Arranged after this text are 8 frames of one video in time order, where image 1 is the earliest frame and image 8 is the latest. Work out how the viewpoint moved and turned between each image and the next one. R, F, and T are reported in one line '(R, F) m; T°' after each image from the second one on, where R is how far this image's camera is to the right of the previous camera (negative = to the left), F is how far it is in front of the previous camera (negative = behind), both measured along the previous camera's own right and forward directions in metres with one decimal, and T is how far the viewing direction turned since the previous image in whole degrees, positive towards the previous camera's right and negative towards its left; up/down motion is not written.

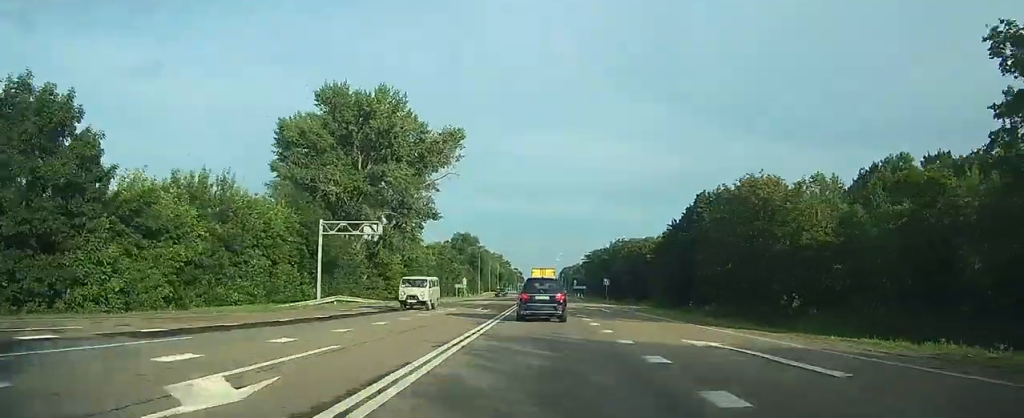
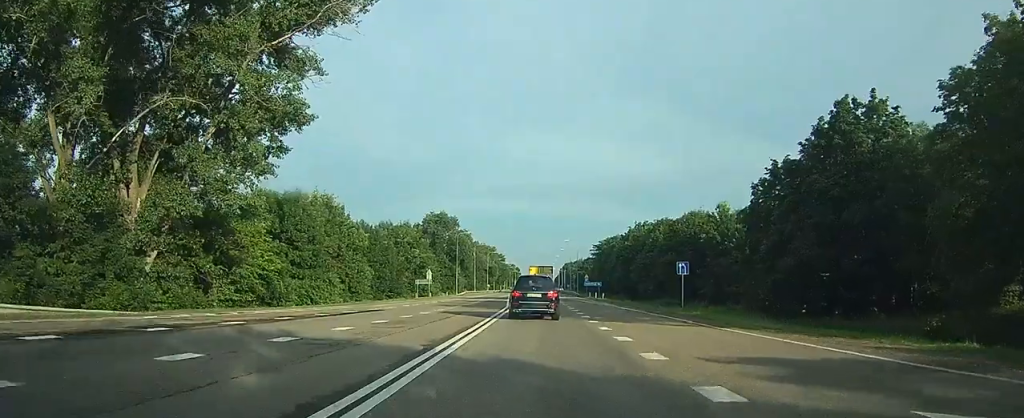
(0.0, +39.7) m; 0°
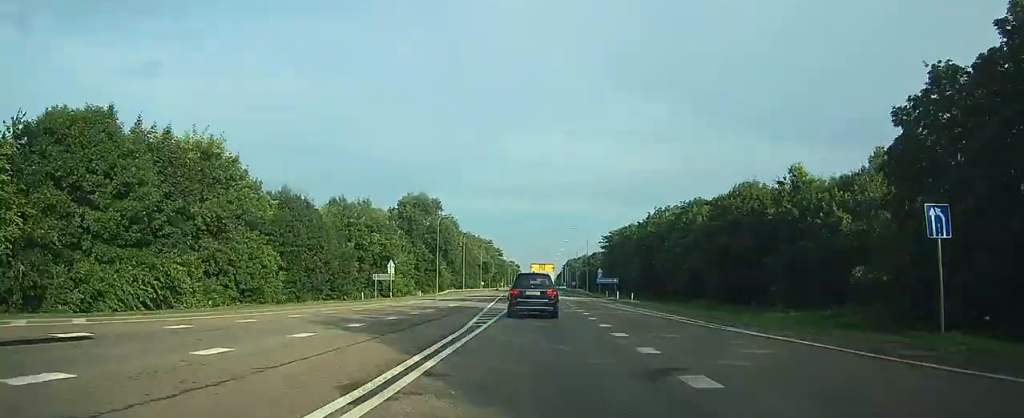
(+0.1, +23.0) m; 0°
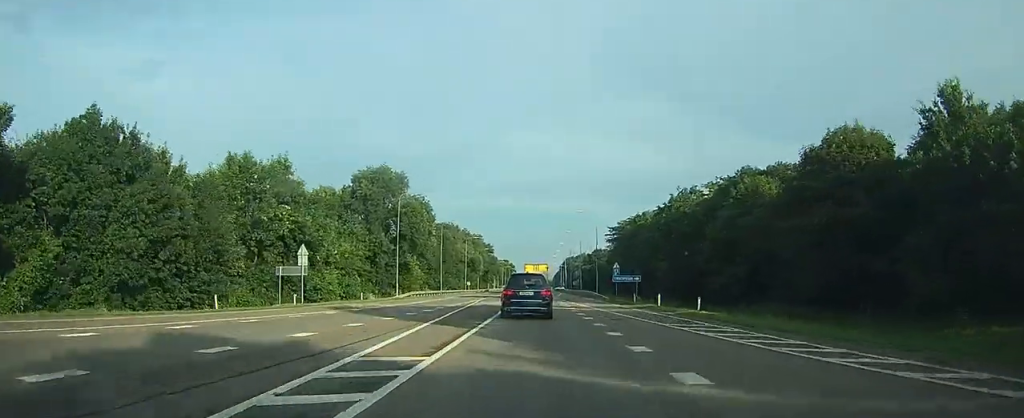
(0.0, +23.7) m; 0°
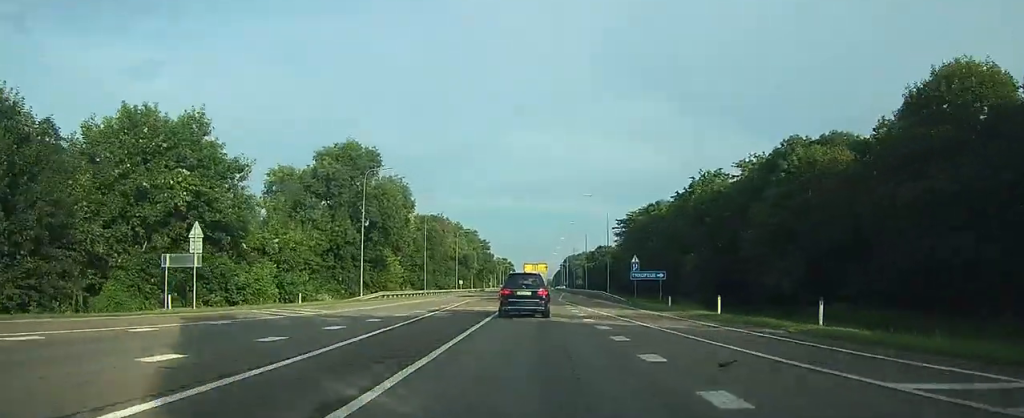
(0.0, +13.8) m; 0°
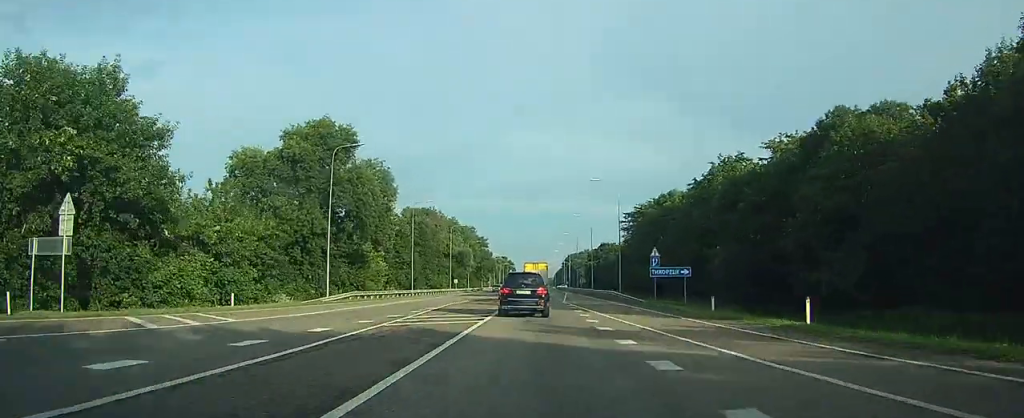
(0.0, +9.2) m; 0°
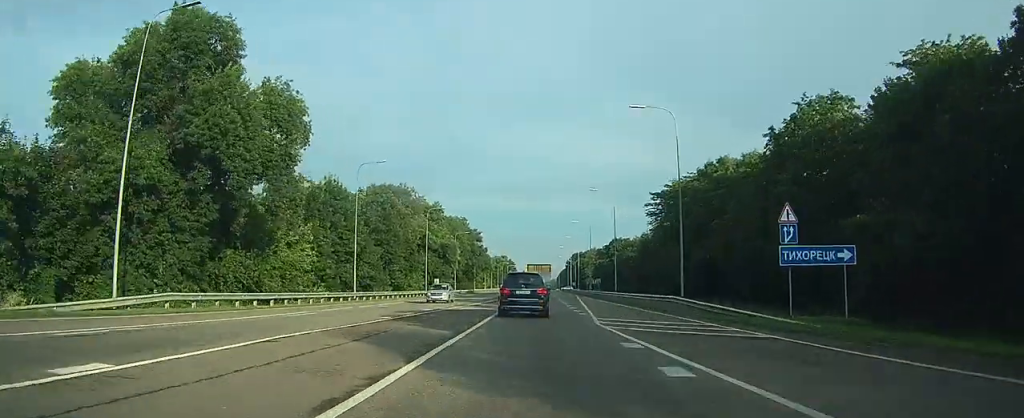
(-0.1, +24.9) m; 0°
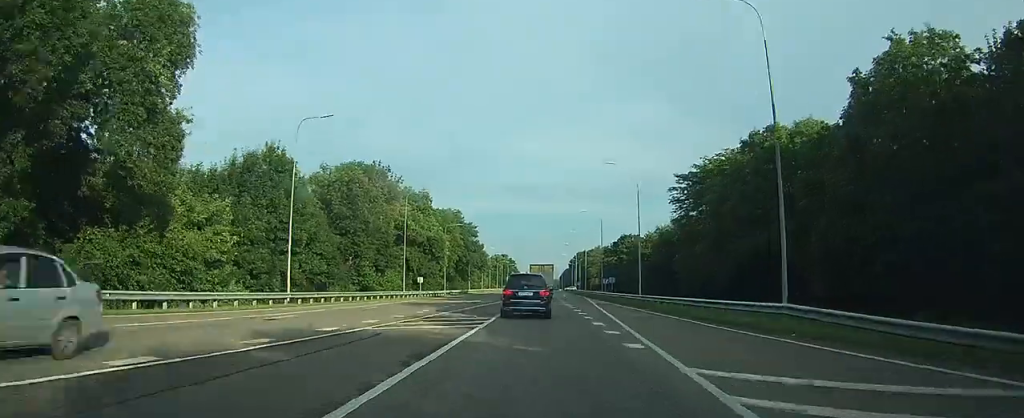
(0.0, +14.4) m; 0°
